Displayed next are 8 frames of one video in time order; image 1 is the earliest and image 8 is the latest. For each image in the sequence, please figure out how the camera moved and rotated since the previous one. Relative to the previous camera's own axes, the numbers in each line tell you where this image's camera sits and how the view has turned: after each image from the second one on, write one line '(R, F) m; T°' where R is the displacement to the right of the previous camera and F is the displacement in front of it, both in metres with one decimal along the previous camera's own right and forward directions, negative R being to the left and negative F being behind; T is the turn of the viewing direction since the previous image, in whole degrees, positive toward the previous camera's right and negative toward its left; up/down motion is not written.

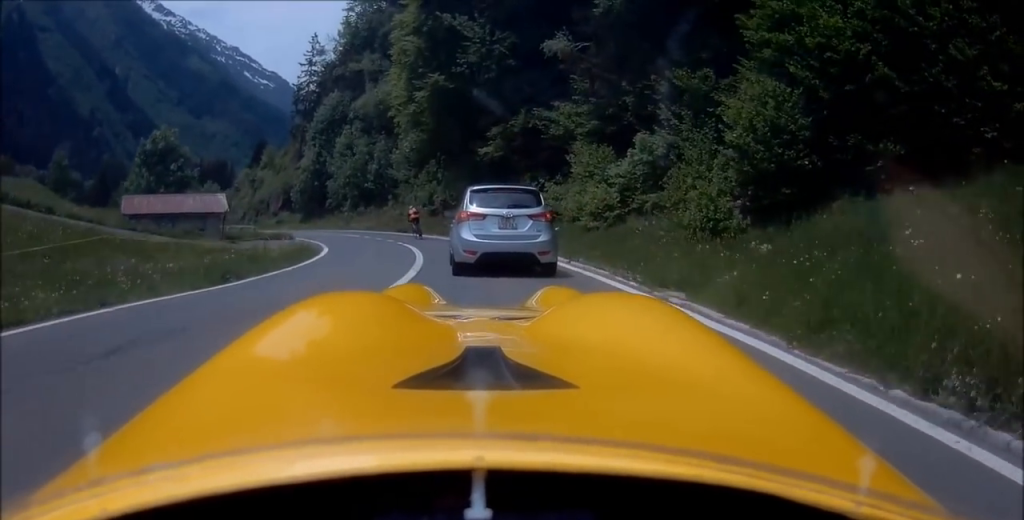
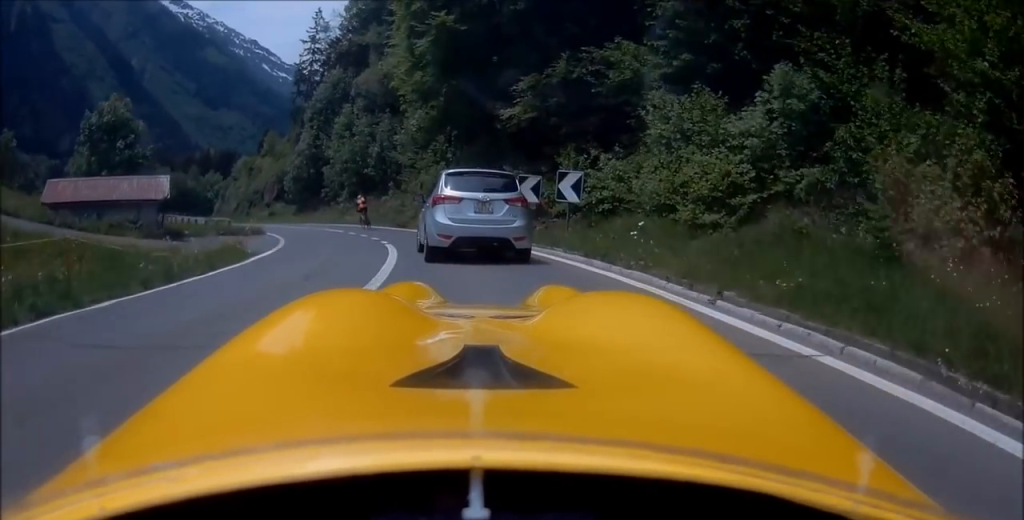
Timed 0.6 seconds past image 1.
(-0.2, +7.7) m; -2°
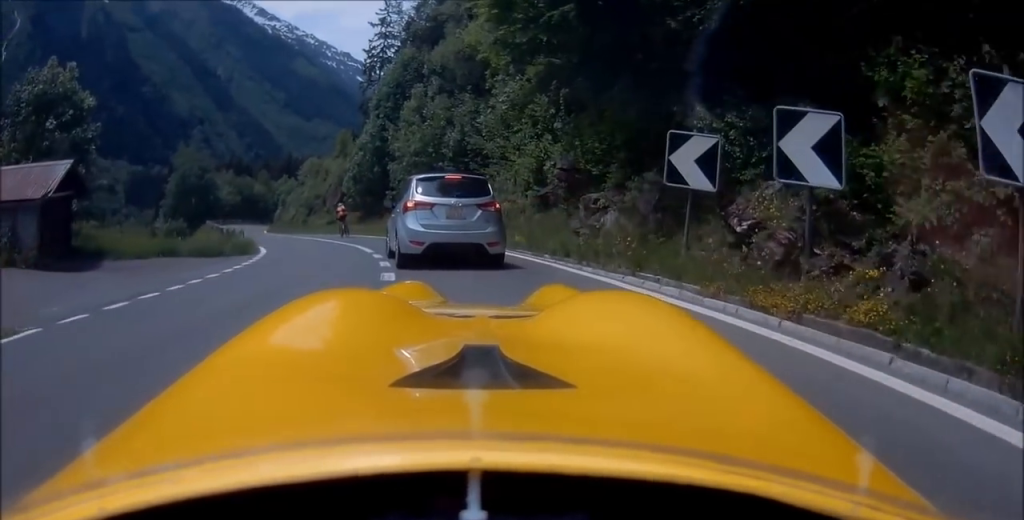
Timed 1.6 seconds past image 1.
(-0.2, +11.6) m; -5°
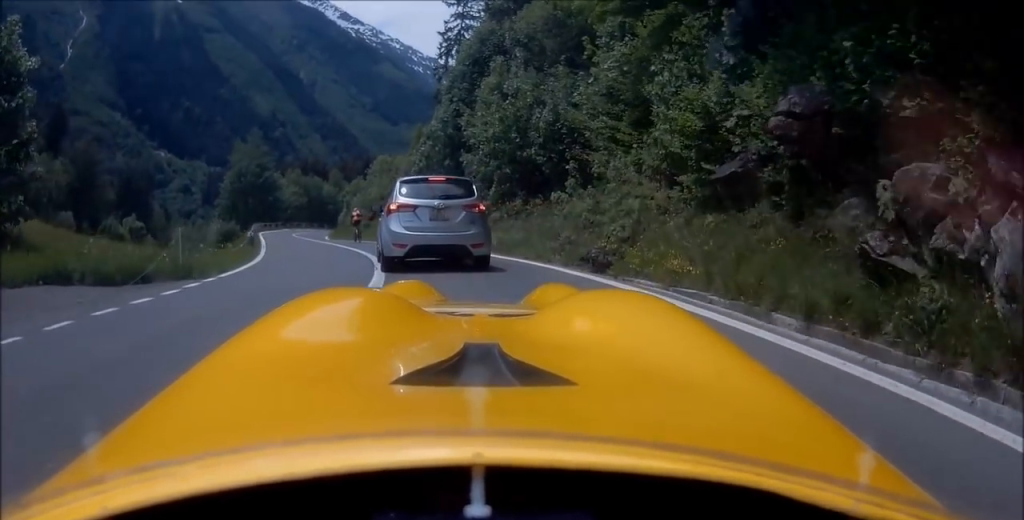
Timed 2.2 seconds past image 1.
(+0.2, +7.6) m; -5°
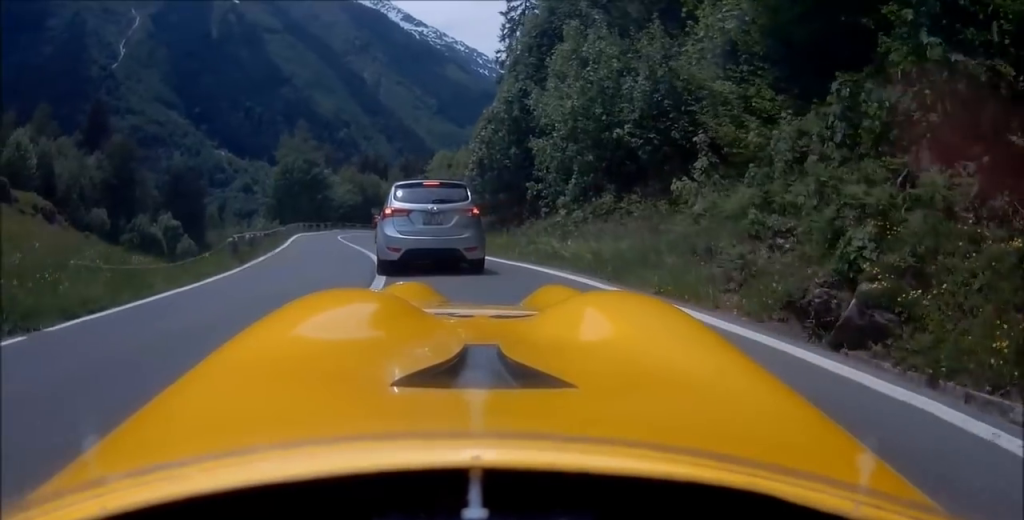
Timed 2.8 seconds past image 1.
(-0.7, +6.1) m; -6°
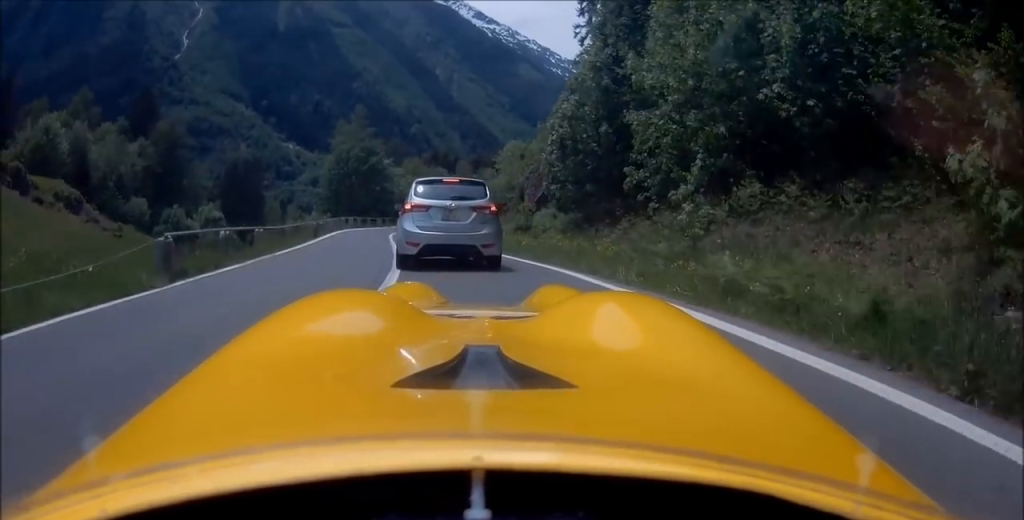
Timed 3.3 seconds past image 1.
(-0.3, +6.1) m; -5°
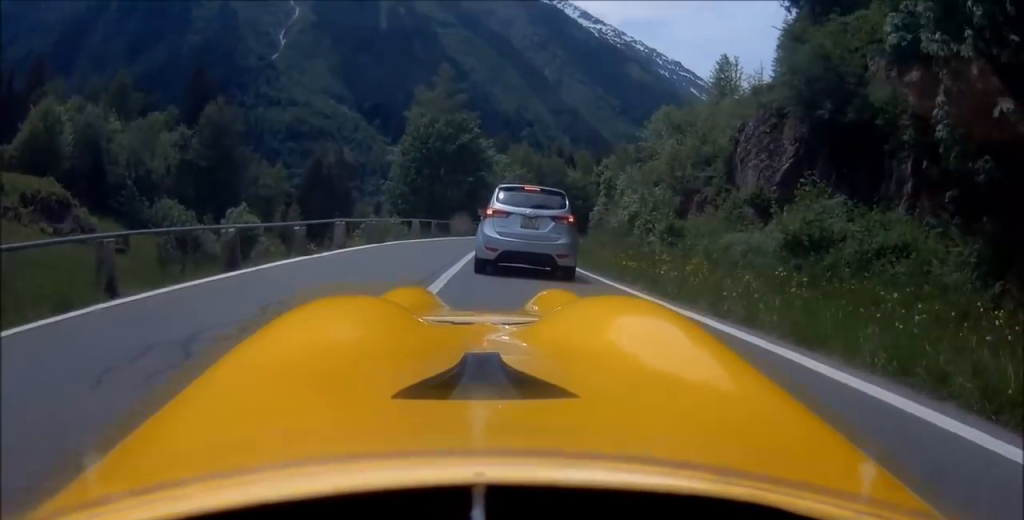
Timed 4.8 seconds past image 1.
(-2.0, +17.9) m; -9°
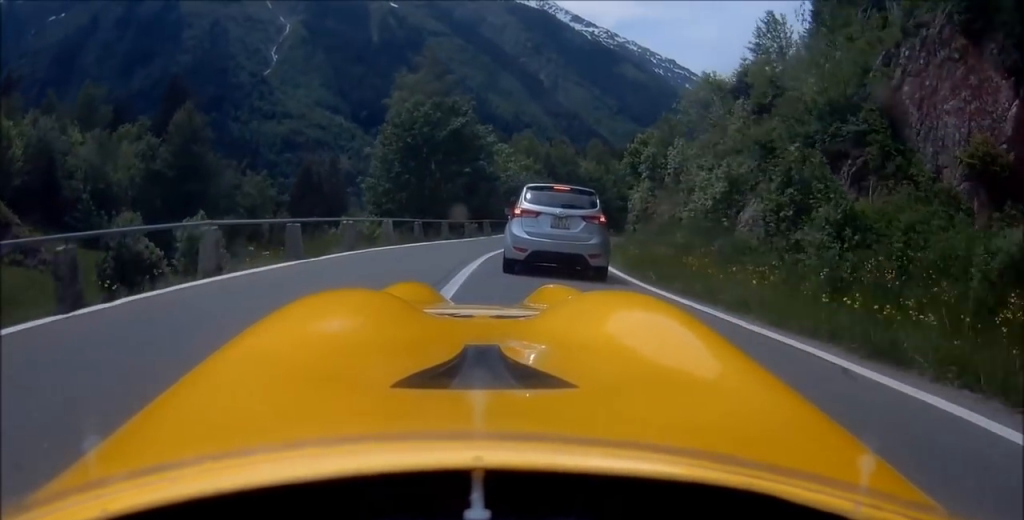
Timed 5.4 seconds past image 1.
(-0.3, +8.1) m; +1°
